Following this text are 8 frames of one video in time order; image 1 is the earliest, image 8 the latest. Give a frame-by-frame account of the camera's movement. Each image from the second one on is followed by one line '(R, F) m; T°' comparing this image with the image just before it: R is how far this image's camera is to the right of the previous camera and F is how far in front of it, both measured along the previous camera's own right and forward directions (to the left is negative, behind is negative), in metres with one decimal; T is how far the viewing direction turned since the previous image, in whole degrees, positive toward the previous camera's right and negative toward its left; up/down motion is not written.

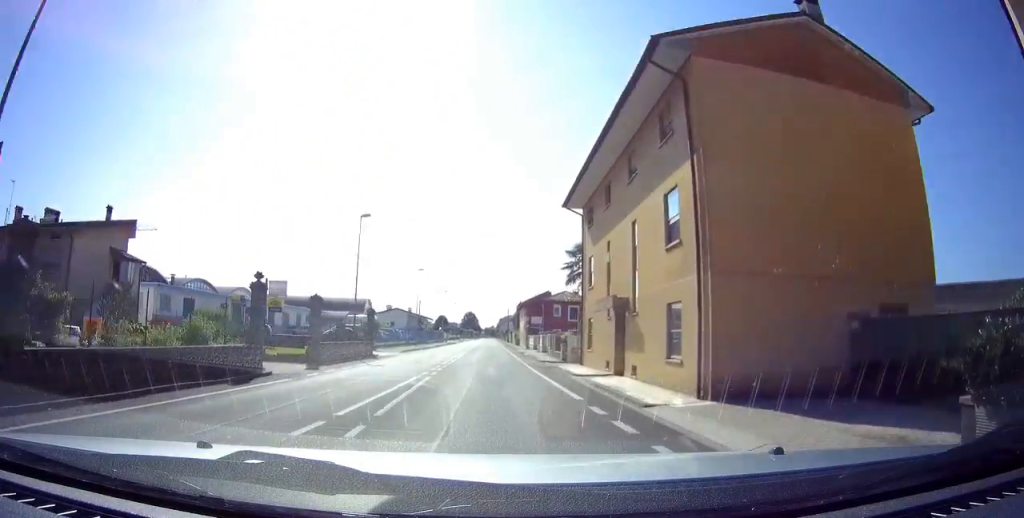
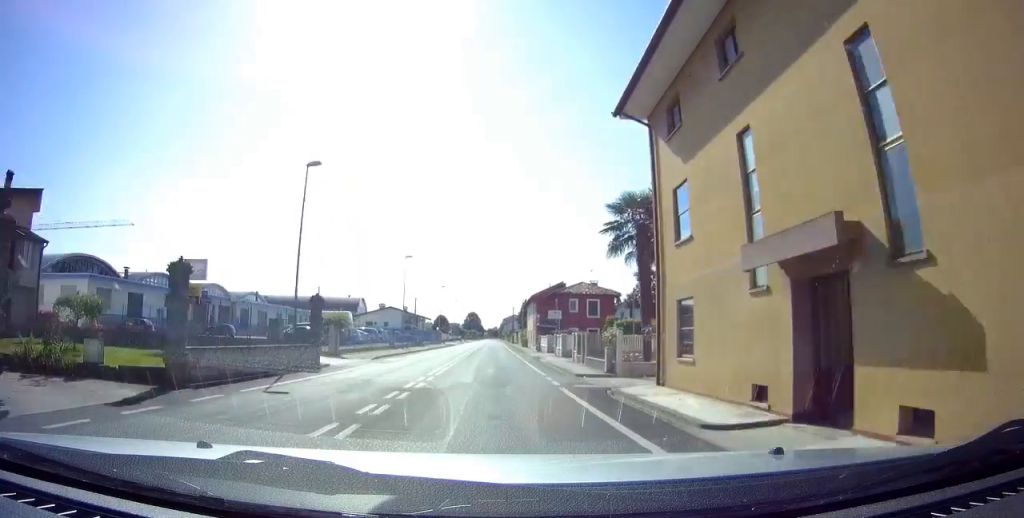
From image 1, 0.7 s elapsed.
(0.0, +11.2) m; 0°
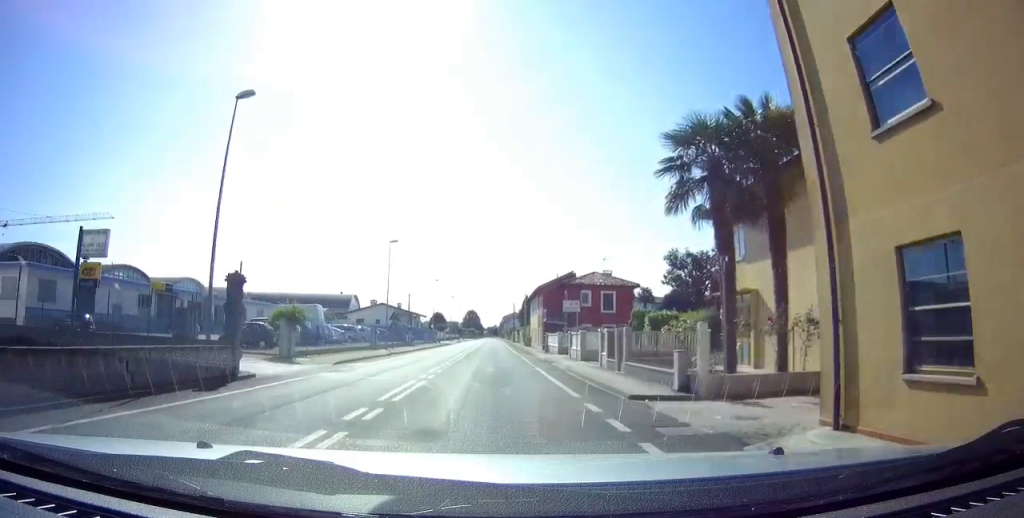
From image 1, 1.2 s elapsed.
(0.0, +7.5) m; 0°
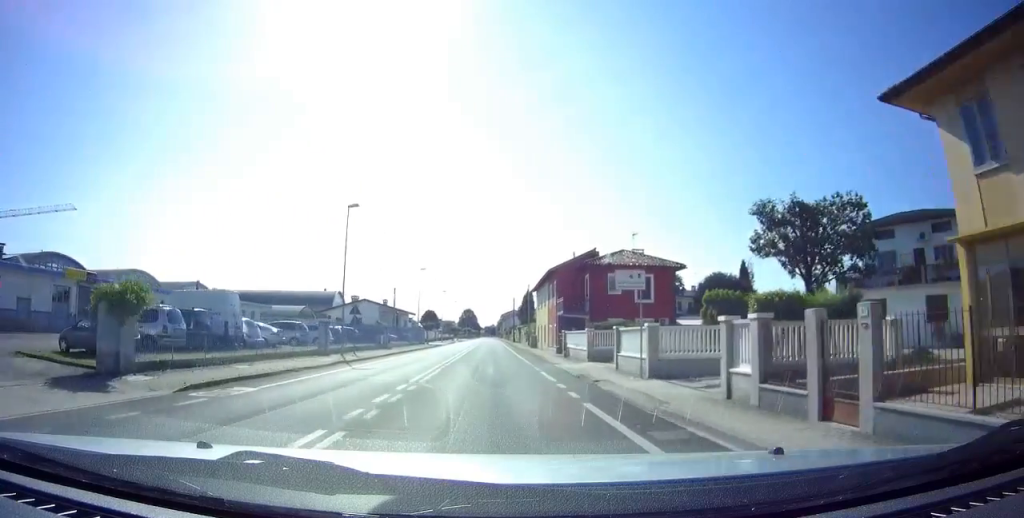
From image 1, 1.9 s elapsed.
(0.0, +12.5) m; 0°
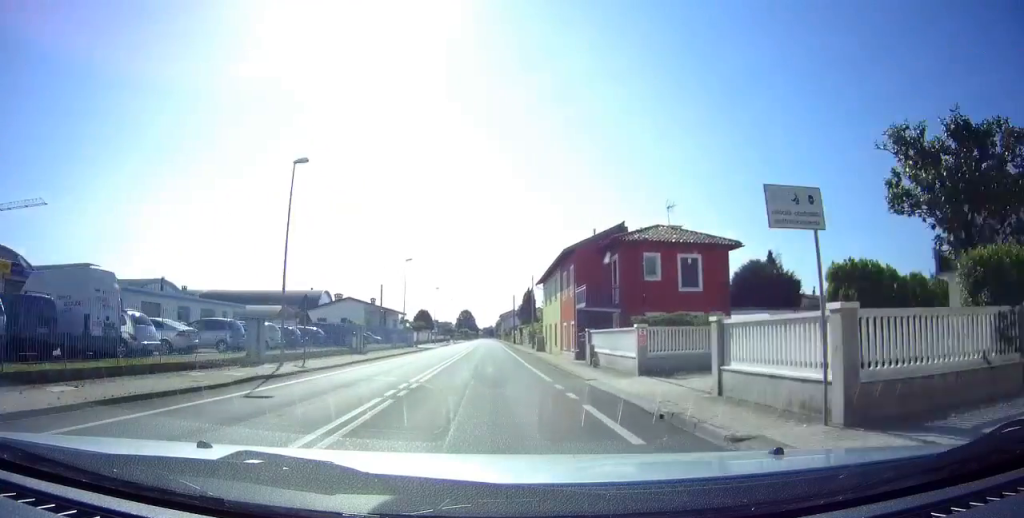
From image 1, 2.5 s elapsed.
(0.0, +9.4) m; 0°
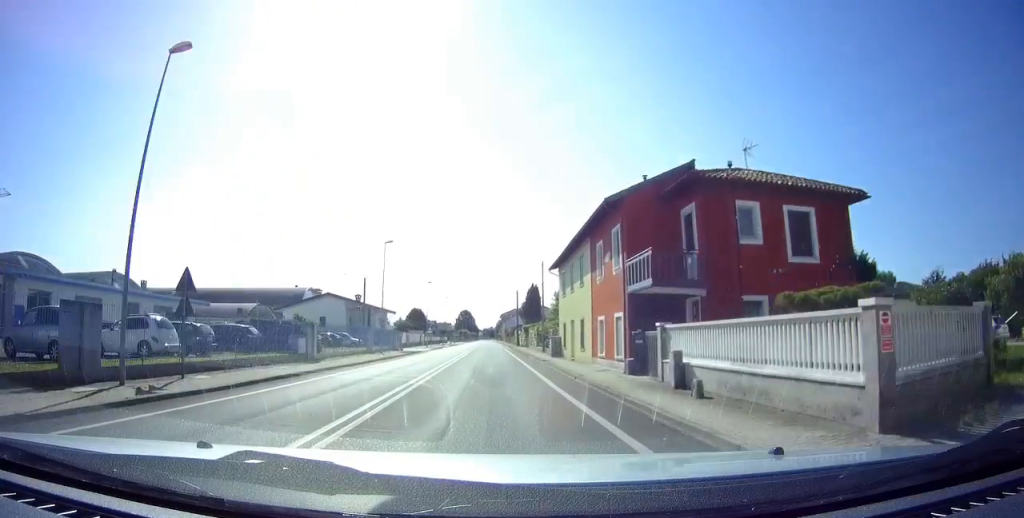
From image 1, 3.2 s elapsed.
(0.0, +11.7) m; 0°
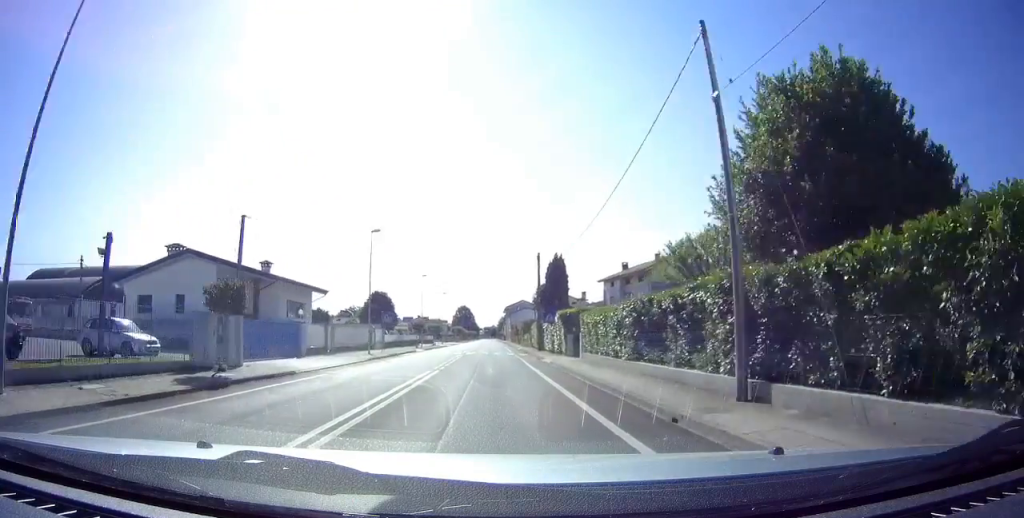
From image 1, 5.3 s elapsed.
(+0.2, +36.0) m; 0°
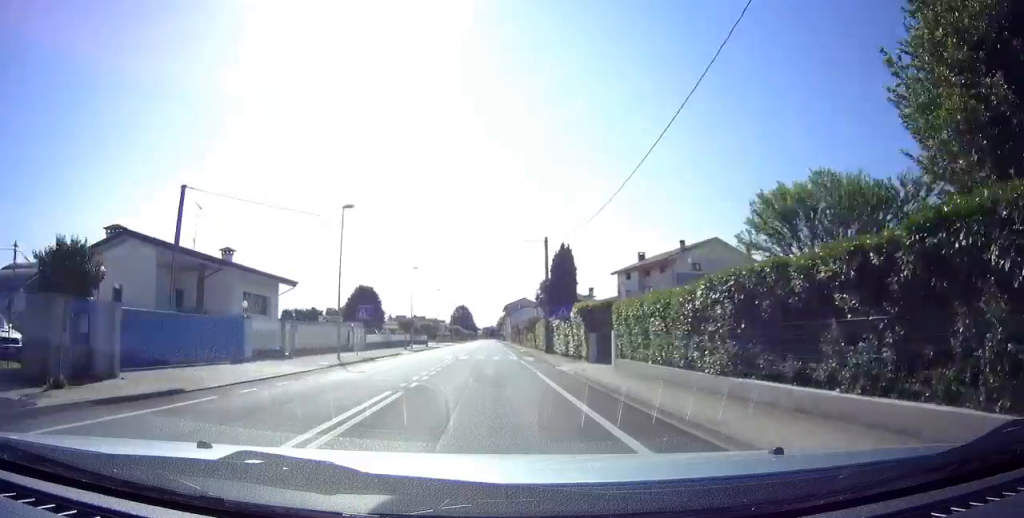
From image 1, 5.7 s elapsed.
(+0.1, +7.6) m; -1°
